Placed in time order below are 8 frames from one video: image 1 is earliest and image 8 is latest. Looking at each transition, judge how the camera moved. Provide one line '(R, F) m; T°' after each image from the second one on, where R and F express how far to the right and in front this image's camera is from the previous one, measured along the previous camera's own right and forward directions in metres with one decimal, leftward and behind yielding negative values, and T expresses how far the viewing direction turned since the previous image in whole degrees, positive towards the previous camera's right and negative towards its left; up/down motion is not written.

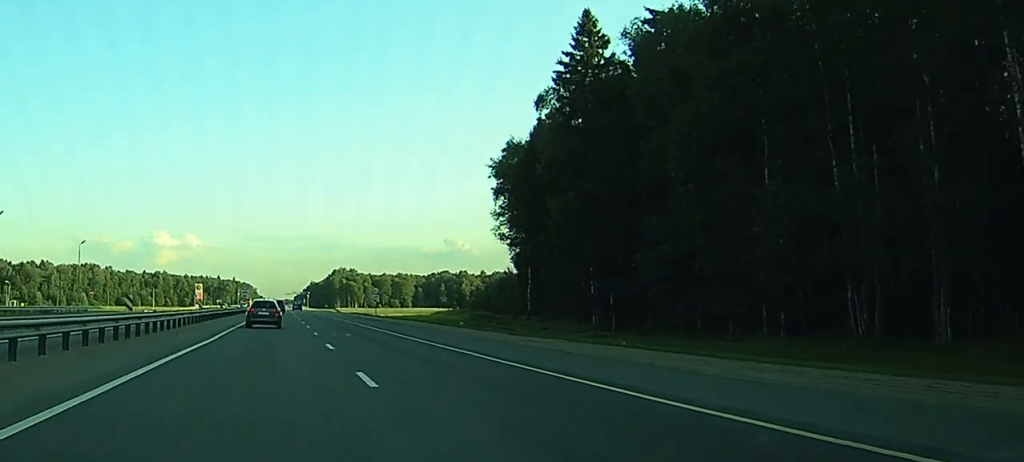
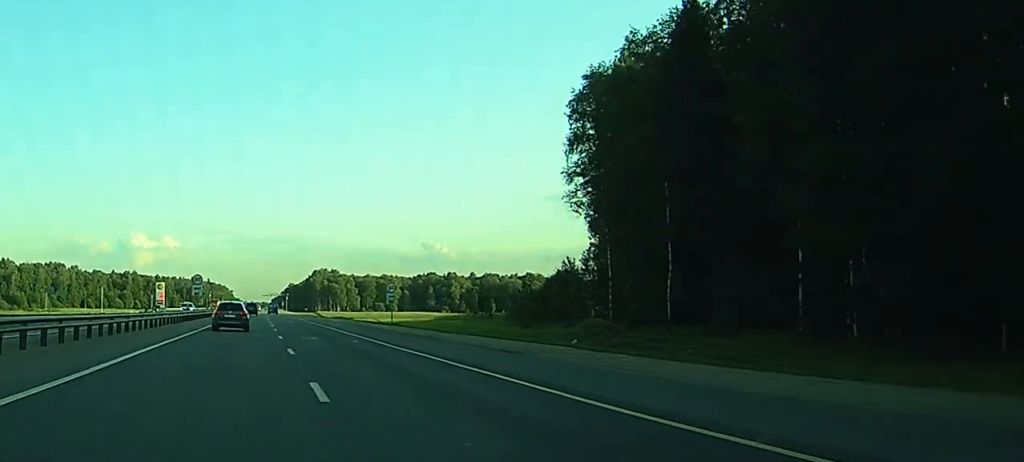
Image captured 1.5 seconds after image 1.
(+0.3, +38.2) m; +1°
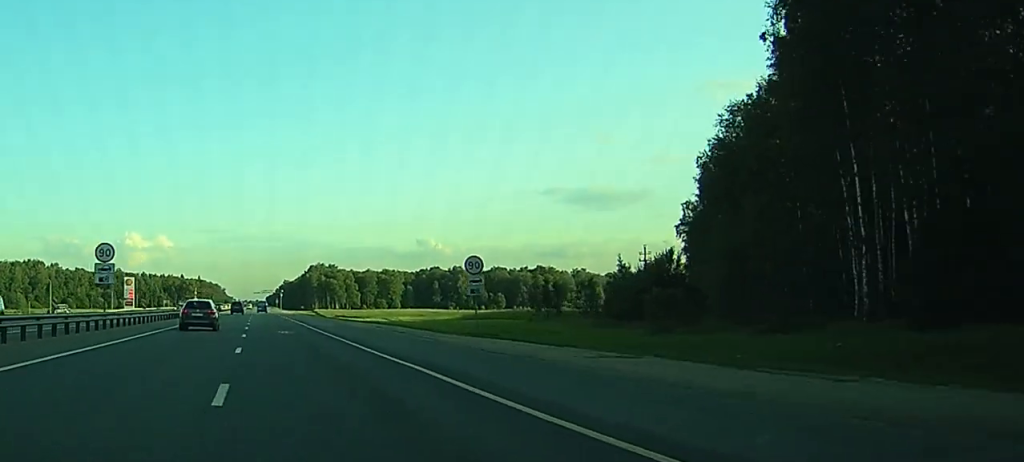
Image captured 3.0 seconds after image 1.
(0.0, +37.6) m; 0°
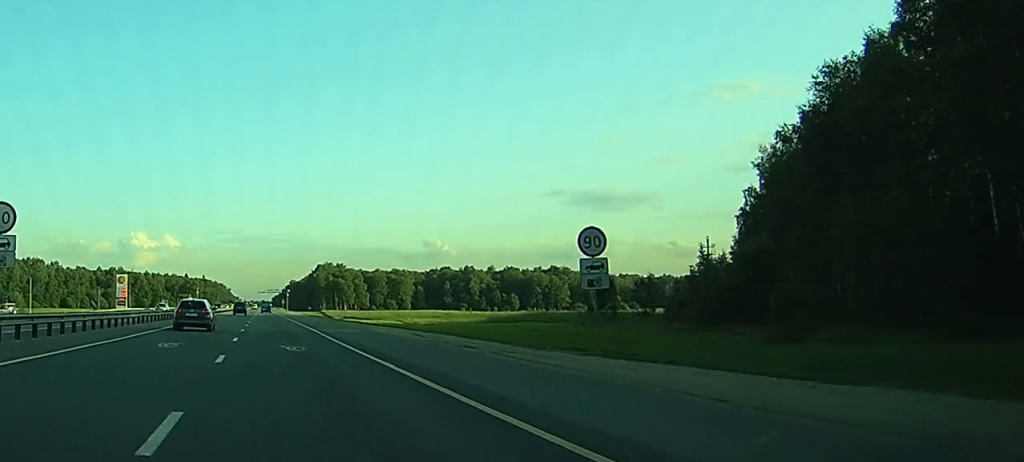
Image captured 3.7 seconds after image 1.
(0.0, +16.0) m; -1°
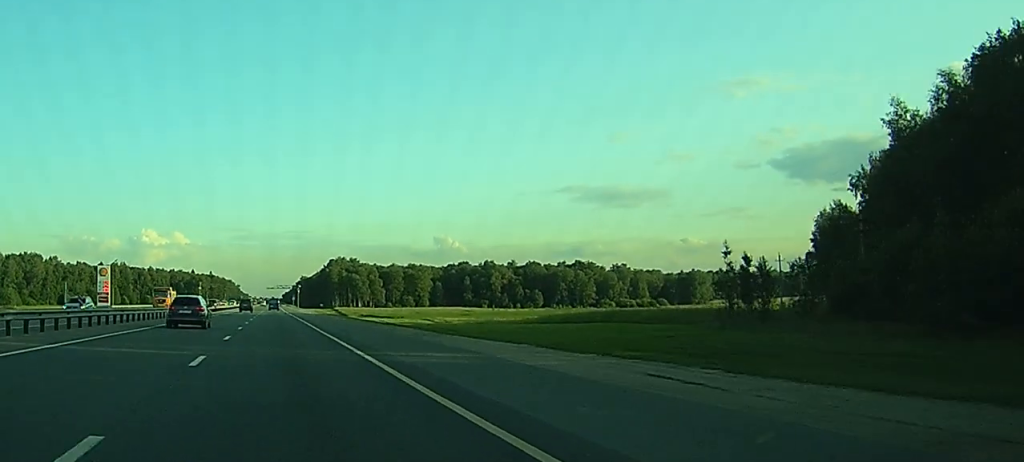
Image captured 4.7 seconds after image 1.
(-0.3, +27.0) m; -1°
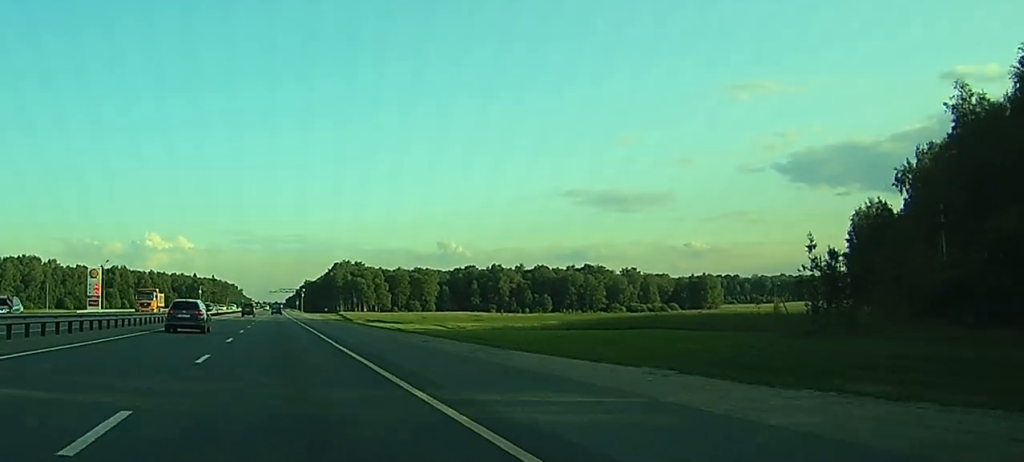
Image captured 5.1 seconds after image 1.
(0.0, +10.1) m; 0°
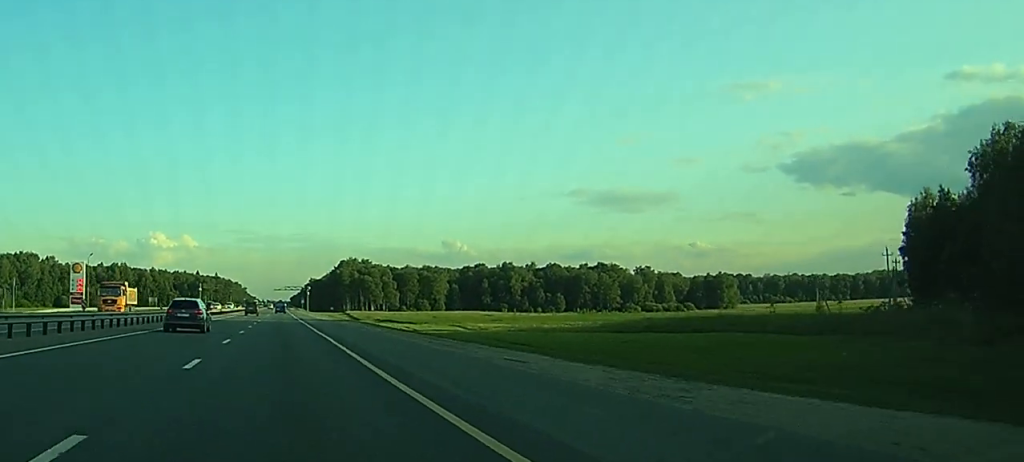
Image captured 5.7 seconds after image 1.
(0.0, +14.4) m; 0°
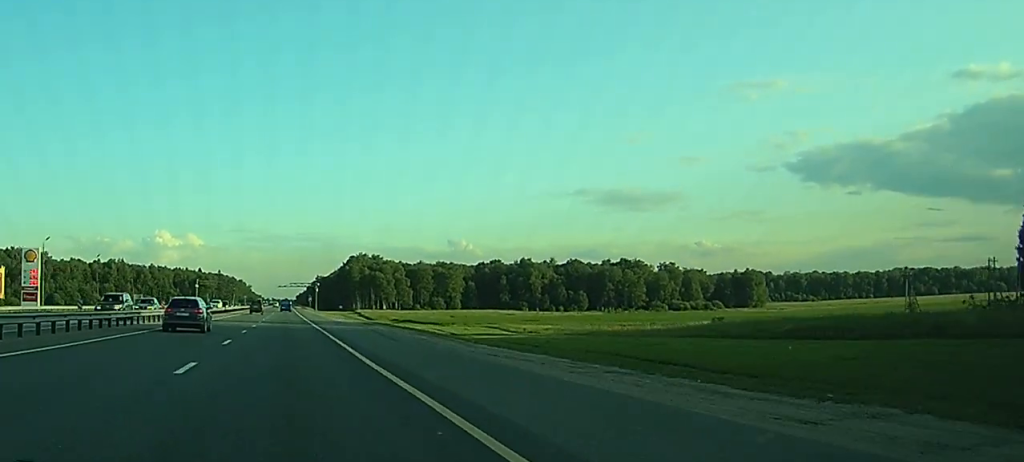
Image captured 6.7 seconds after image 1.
(0.0, +26.1) m; 0°
